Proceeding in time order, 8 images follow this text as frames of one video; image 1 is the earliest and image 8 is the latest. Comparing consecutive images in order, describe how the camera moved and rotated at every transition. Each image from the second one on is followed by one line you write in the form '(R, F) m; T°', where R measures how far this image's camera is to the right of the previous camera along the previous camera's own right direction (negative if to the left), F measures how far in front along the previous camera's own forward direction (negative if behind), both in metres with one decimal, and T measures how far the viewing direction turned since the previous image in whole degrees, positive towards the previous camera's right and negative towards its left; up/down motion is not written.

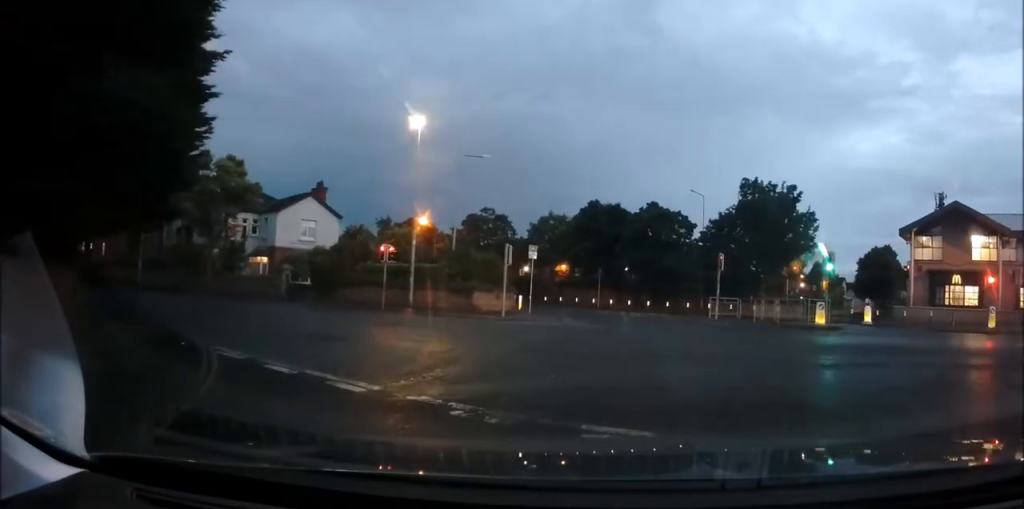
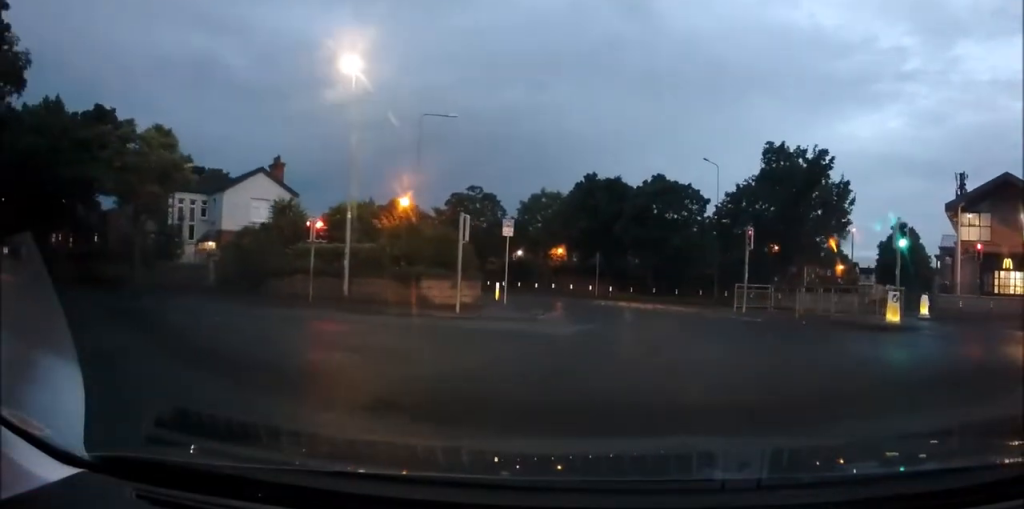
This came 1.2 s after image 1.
(-0.3, +6.9) m; -5°
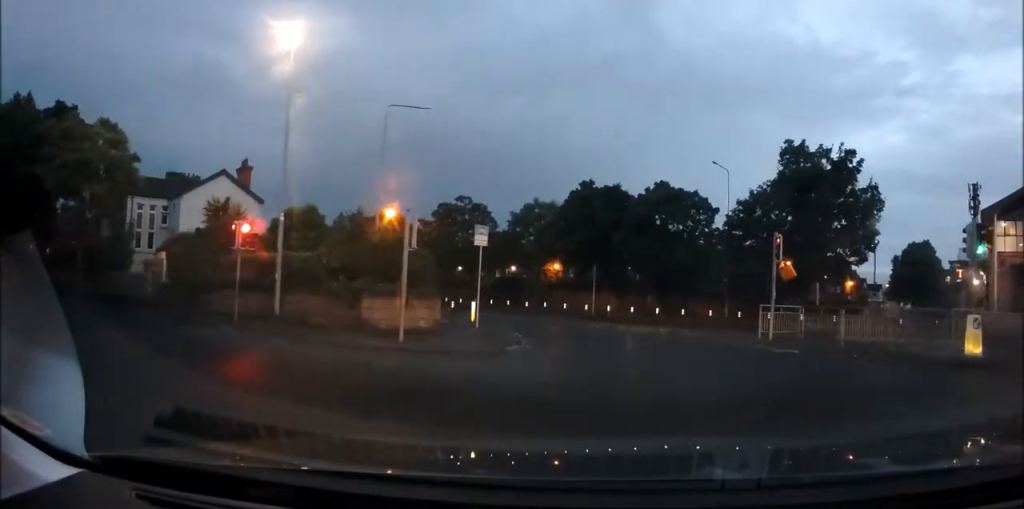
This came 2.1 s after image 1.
(-0.2, +5.0) m; 0°
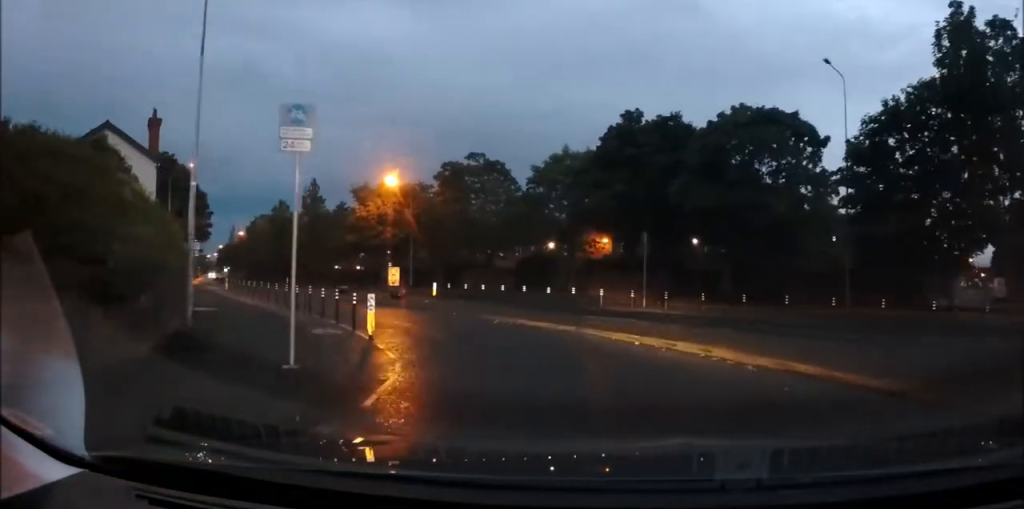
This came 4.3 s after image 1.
(-0.4, +13.8) m; -16°
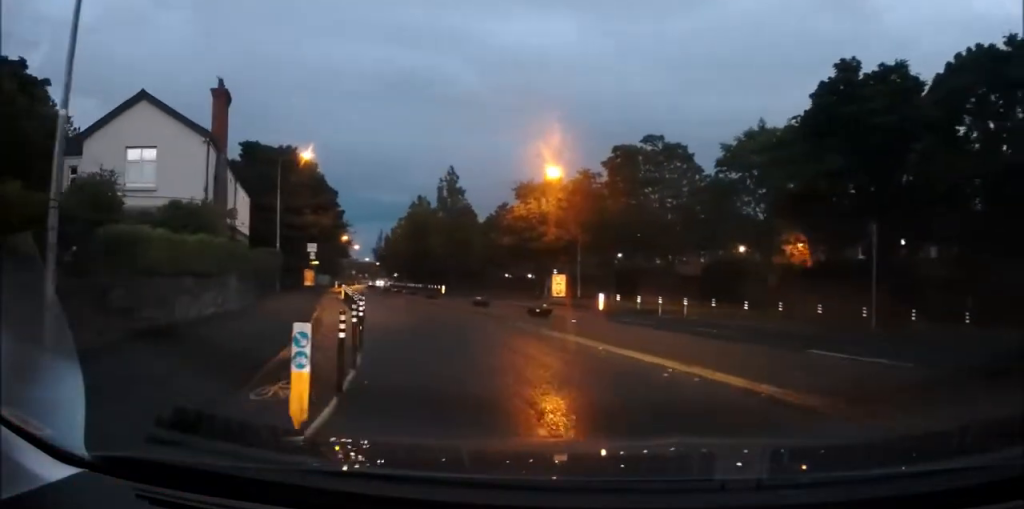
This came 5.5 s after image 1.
(-1.7, +7.7) m; -19°
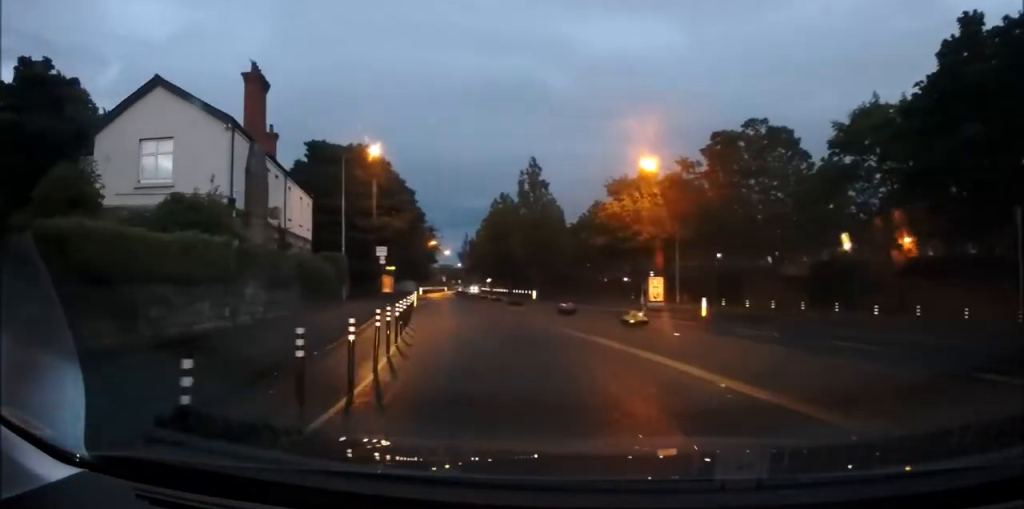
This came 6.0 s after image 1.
(+0.1, +3.9) m; -8°
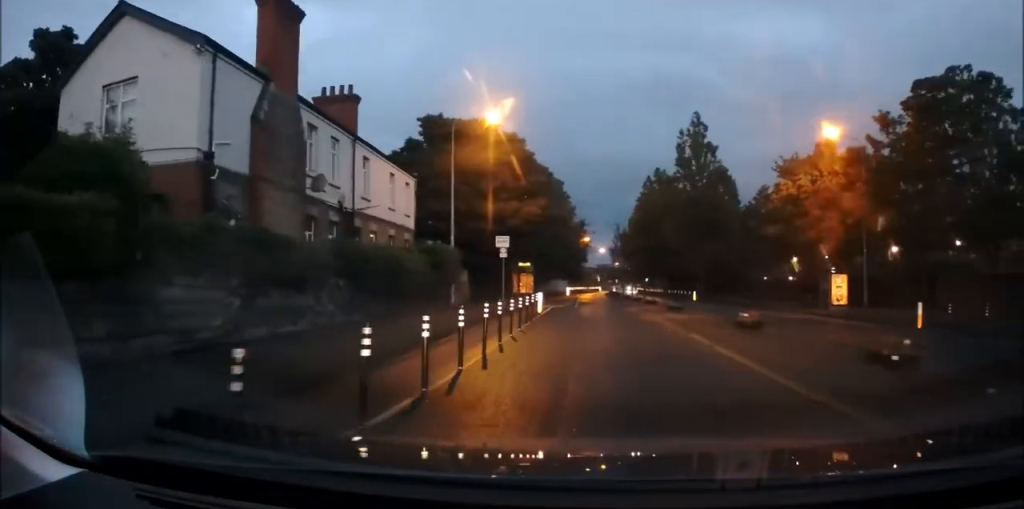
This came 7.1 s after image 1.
(-1.4, +8.2) m; -9°
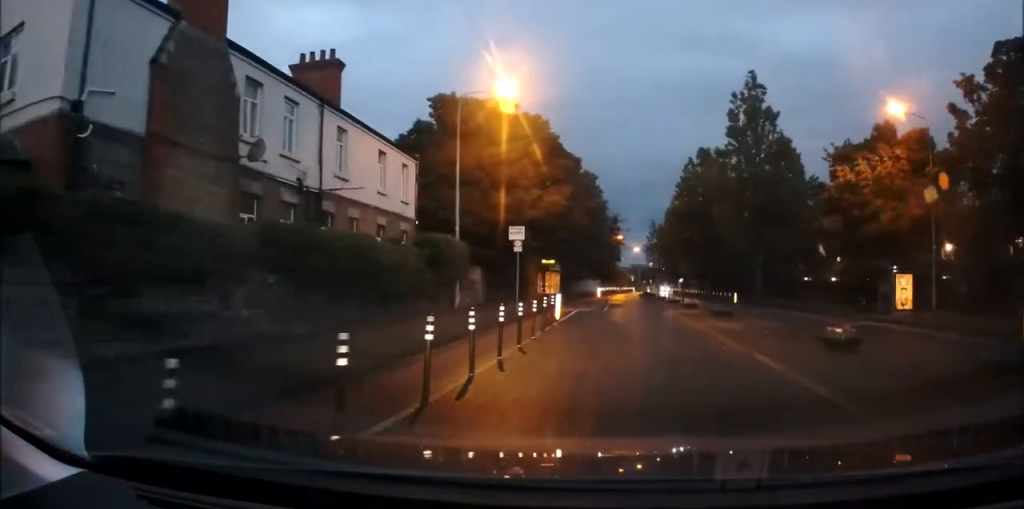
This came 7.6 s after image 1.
(0.0, +5.1) m; 0°
